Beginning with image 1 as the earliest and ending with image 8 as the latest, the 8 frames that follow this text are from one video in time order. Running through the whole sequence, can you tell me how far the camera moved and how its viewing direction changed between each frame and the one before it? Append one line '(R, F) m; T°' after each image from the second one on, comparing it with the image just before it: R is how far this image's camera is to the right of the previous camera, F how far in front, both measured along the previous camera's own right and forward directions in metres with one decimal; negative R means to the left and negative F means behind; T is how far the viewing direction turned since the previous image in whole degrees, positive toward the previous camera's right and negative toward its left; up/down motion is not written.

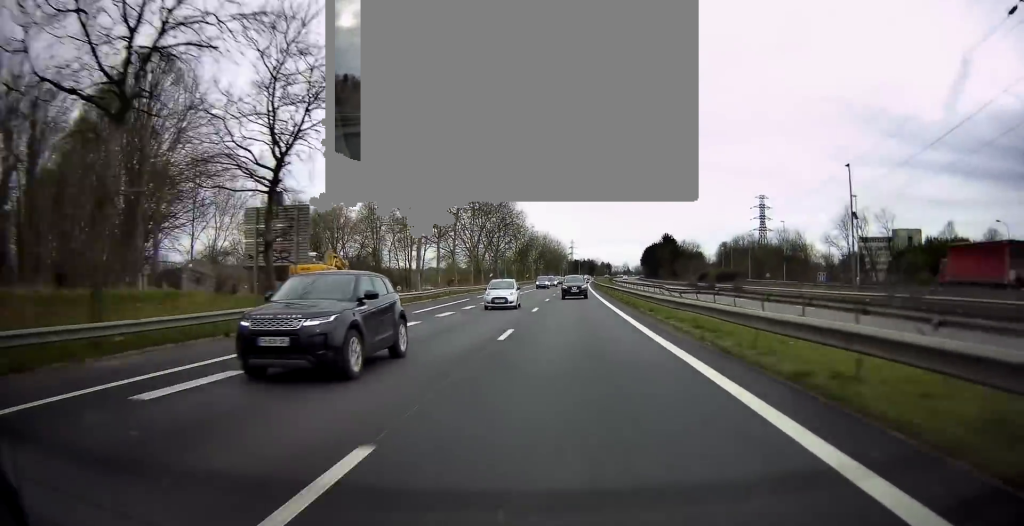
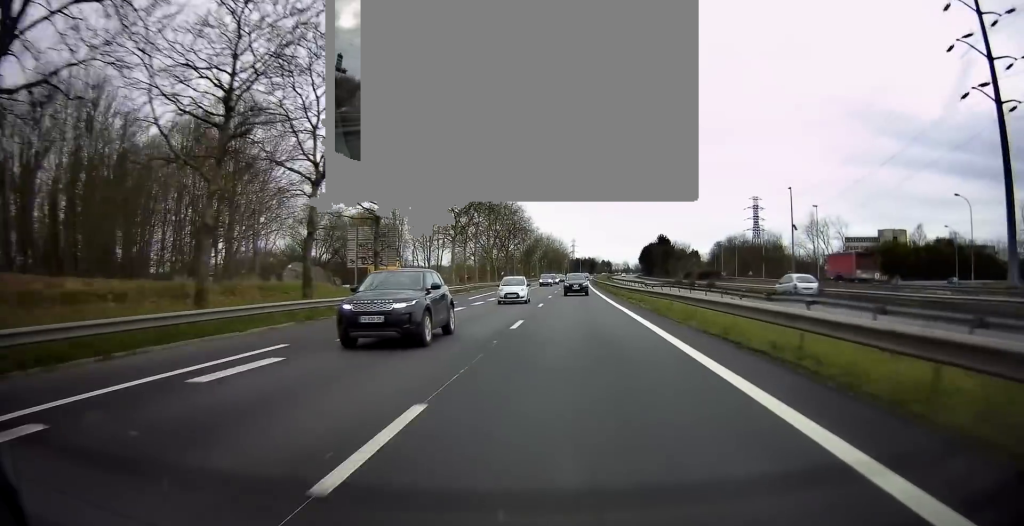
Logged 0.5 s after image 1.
(-0.1, +14.0) m; 0°
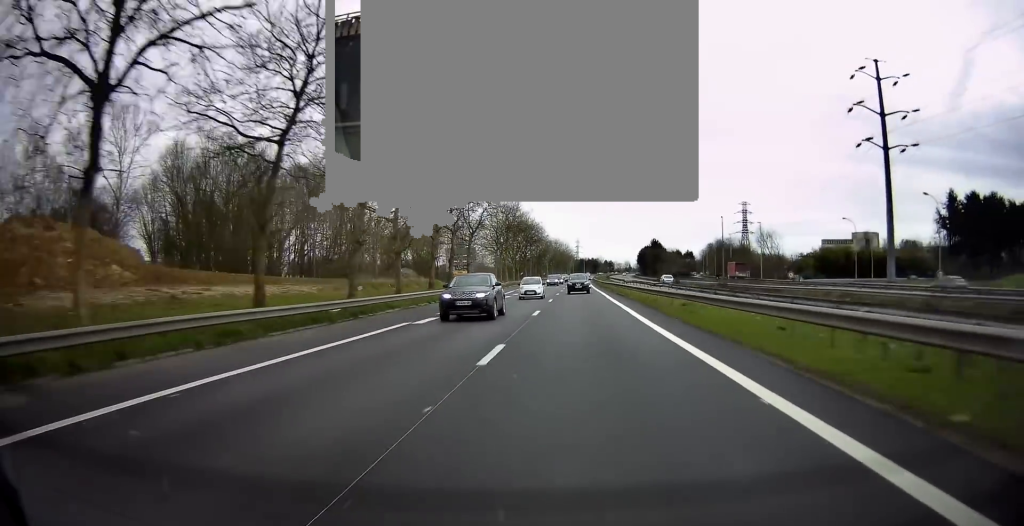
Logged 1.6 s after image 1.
(-0.1, +32.9) m; 0°
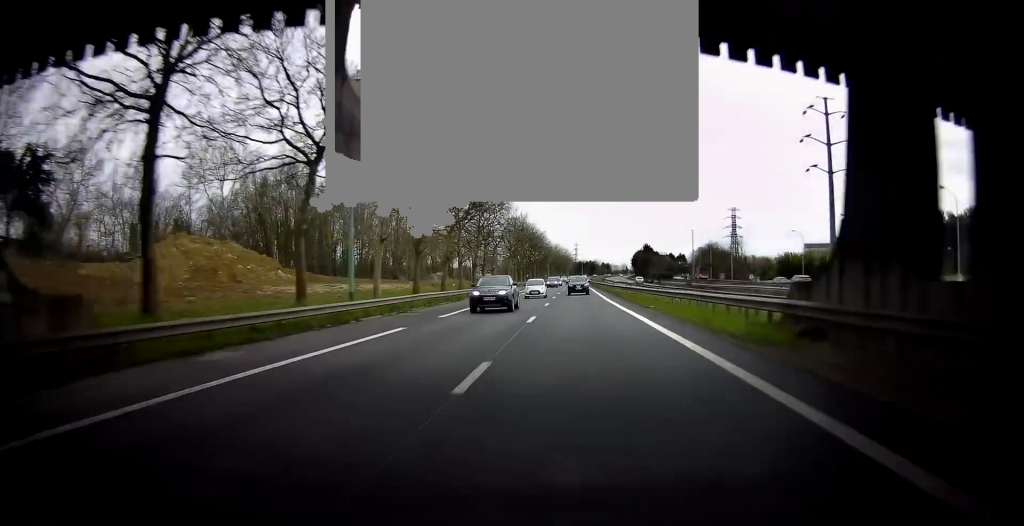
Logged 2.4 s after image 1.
(+0.1, +22.4) m; 0°
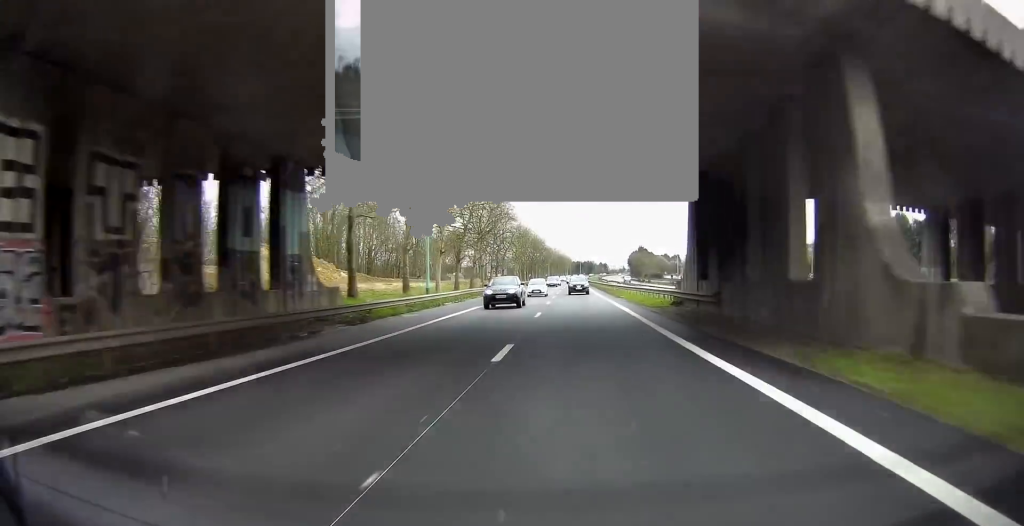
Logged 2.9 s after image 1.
(0.0, +15.3) m; 0°
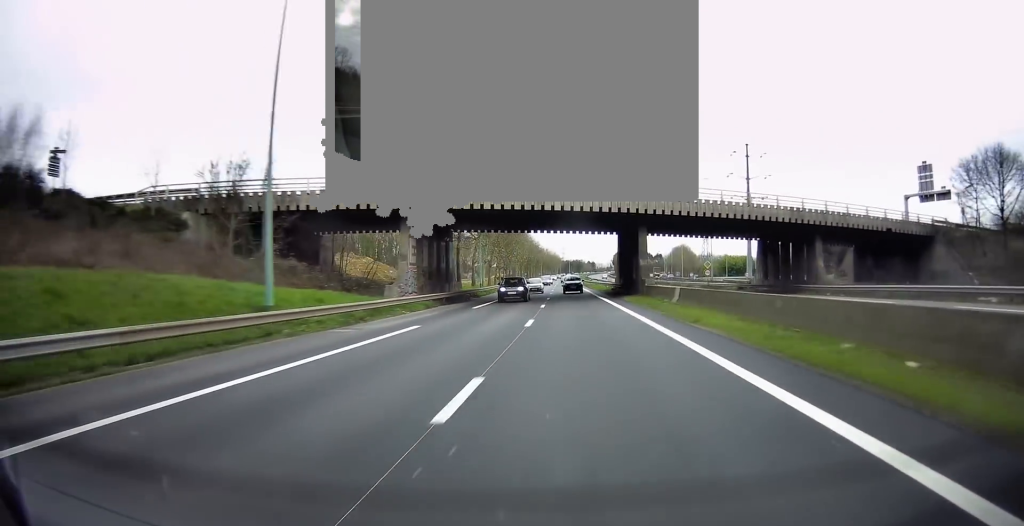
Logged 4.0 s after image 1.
(+0.4, +33.0) m; +1°
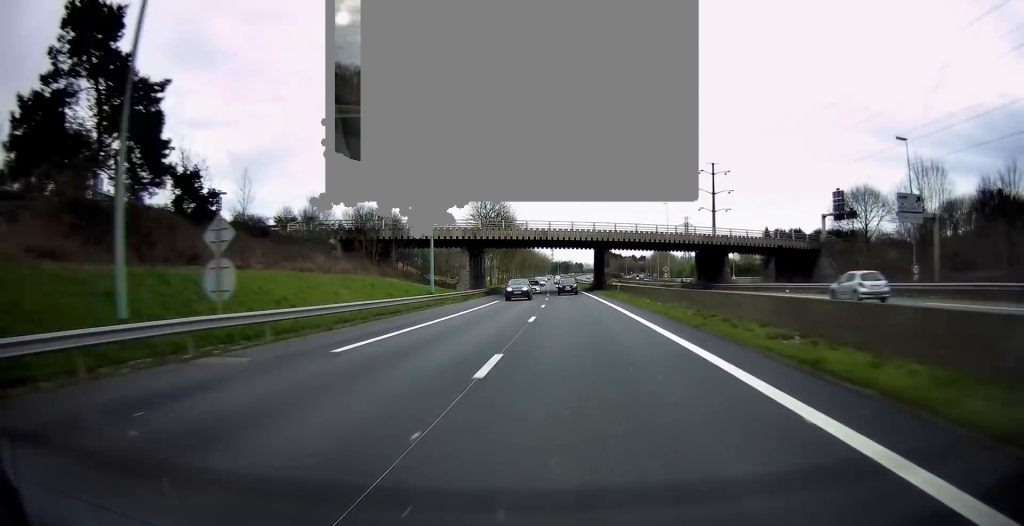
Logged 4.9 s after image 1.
(+0.2, +27.1) m; 0°
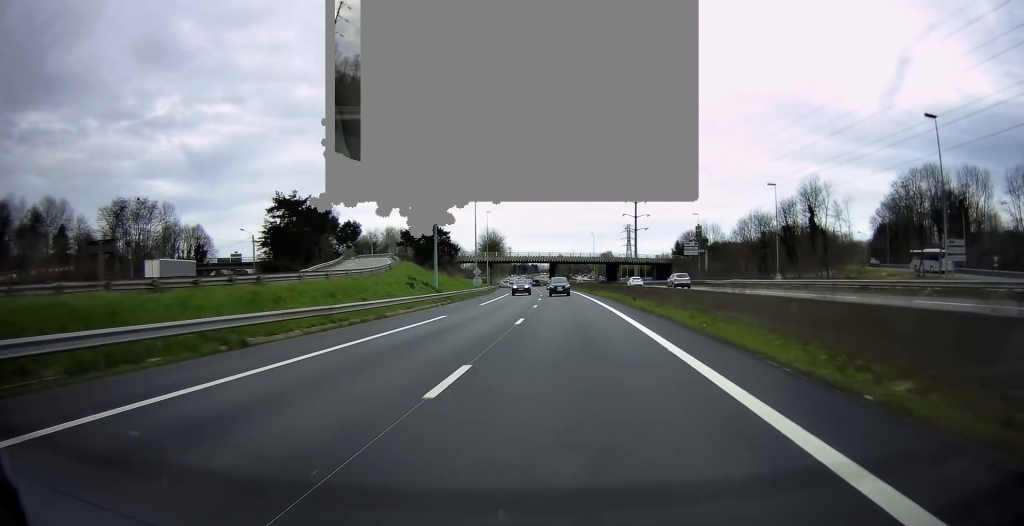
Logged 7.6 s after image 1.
(+1.8, +74.6) m; +4°
